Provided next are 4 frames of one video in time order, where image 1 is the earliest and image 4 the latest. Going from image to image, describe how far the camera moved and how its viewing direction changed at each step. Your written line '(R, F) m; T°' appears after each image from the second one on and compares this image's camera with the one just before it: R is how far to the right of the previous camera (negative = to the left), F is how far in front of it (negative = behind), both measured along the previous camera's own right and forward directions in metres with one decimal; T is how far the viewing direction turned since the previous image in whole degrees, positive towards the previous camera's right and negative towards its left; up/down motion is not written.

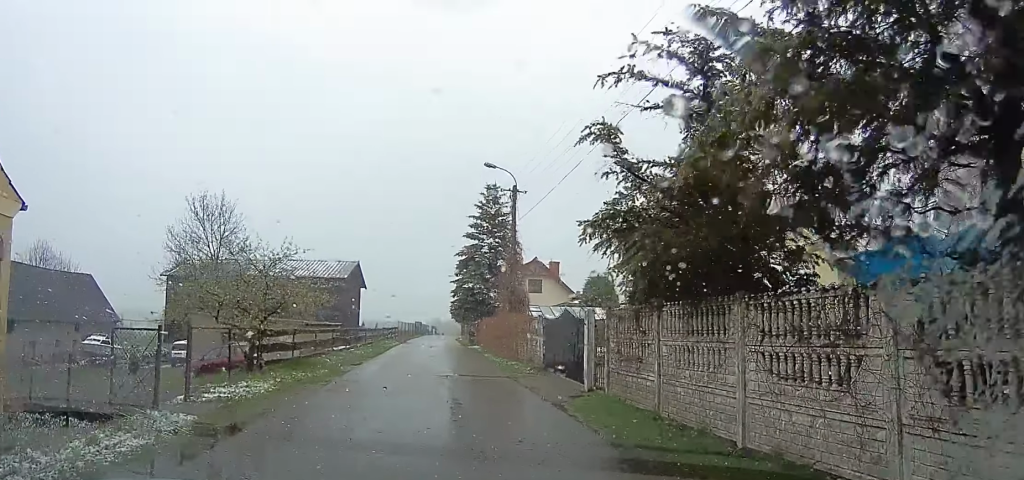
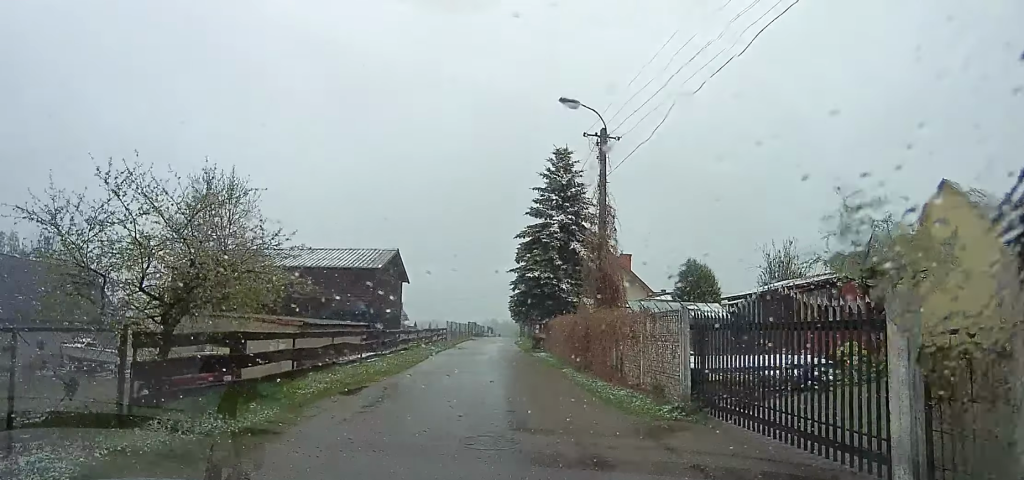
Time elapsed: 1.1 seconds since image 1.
(-1.2, +6.5) m; -9°
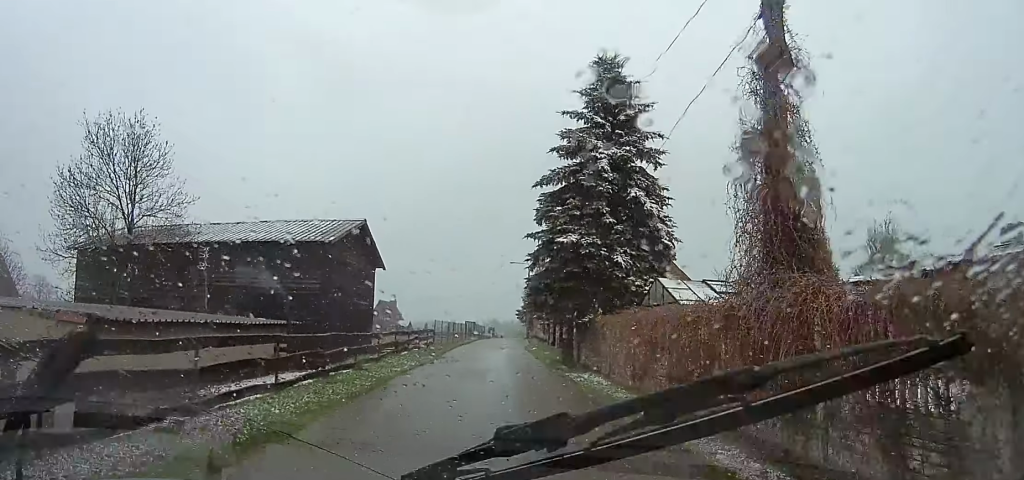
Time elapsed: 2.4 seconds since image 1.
(+0.5, +9.2) m; +7°
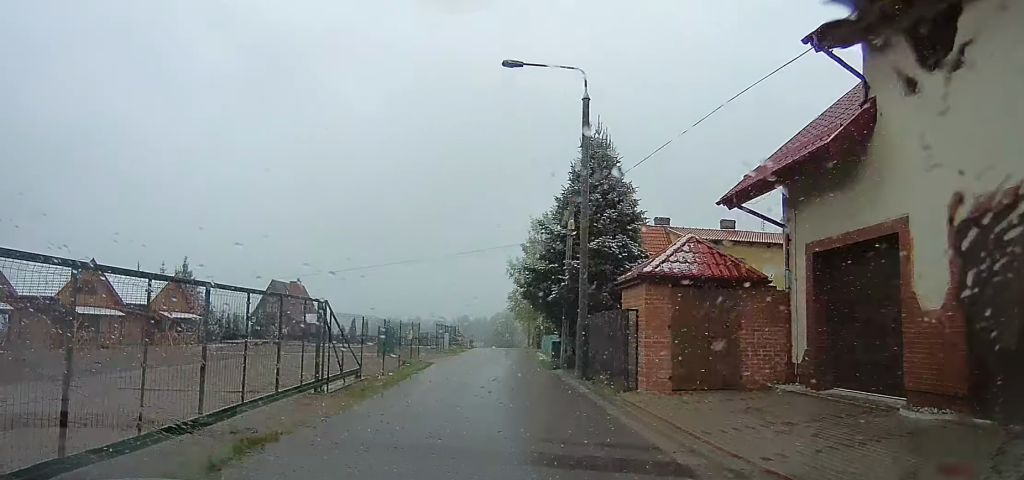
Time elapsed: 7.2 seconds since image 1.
(-0.7, +44.1) m; -1°
